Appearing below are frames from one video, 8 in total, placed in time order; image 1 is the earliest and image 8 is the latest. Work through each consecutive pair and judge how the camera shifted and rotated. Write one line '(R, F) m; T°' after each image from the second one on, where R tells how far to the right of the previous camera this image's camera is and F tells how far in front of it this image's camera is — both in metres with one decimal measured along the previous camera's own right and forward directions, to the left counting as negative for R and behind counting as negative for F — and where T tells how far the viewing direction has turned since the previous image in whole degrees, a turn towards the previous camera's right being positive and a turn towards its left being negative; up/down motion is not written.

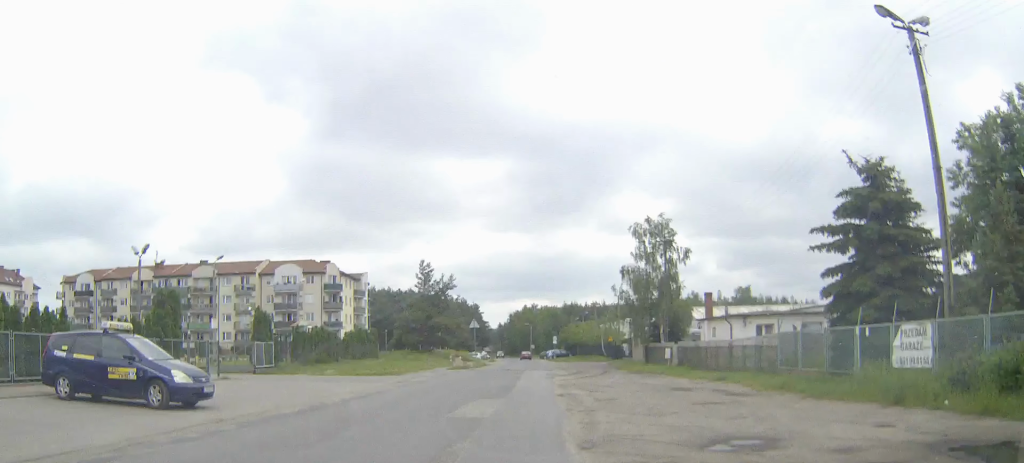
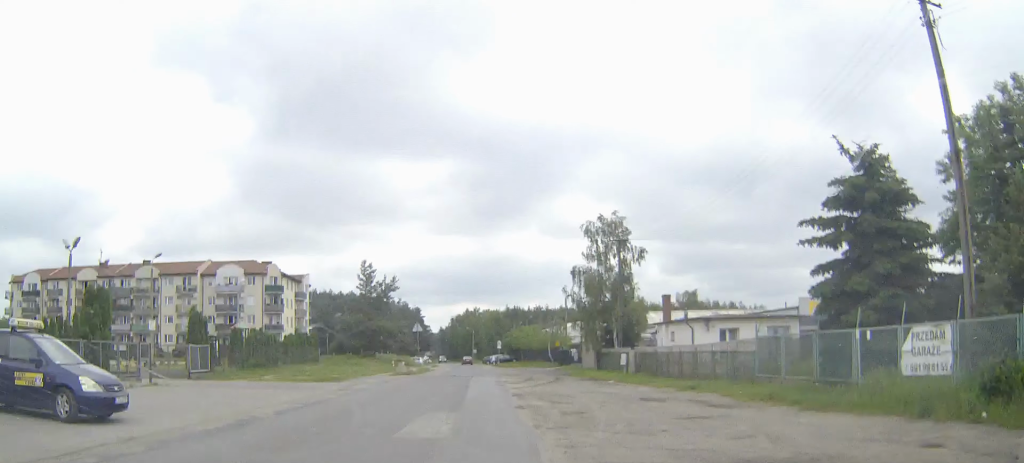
(+0.1, +2.5) m; +3°
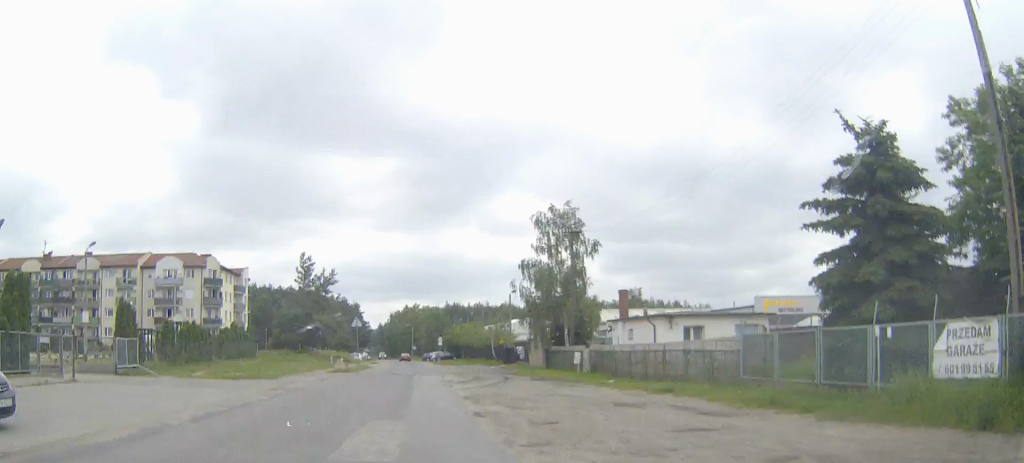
(+0.1, +3.0) m; +3°
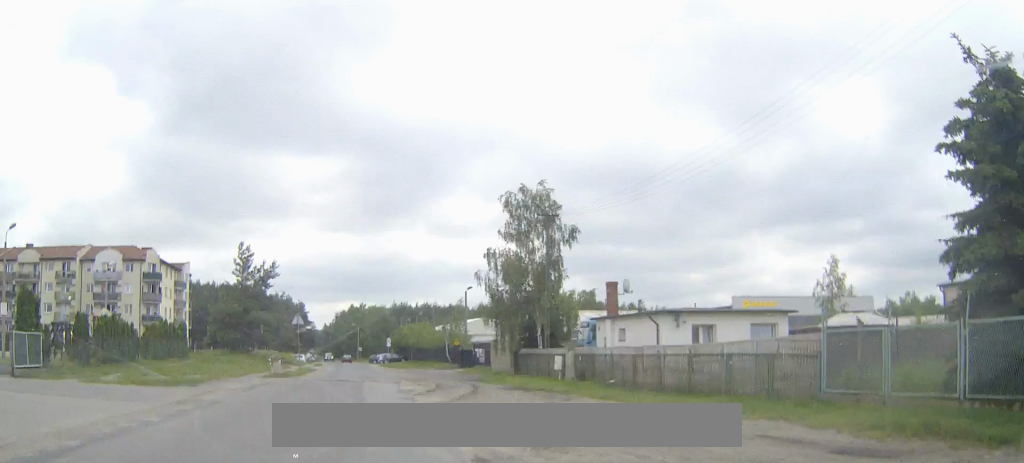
(+0.3, +6.6) m; +5°
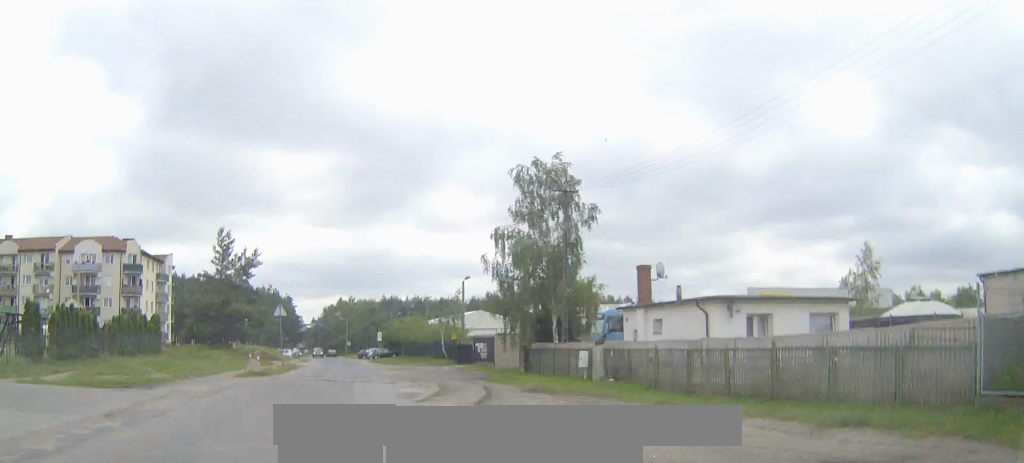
(+0.1, +5.2) m; +1°
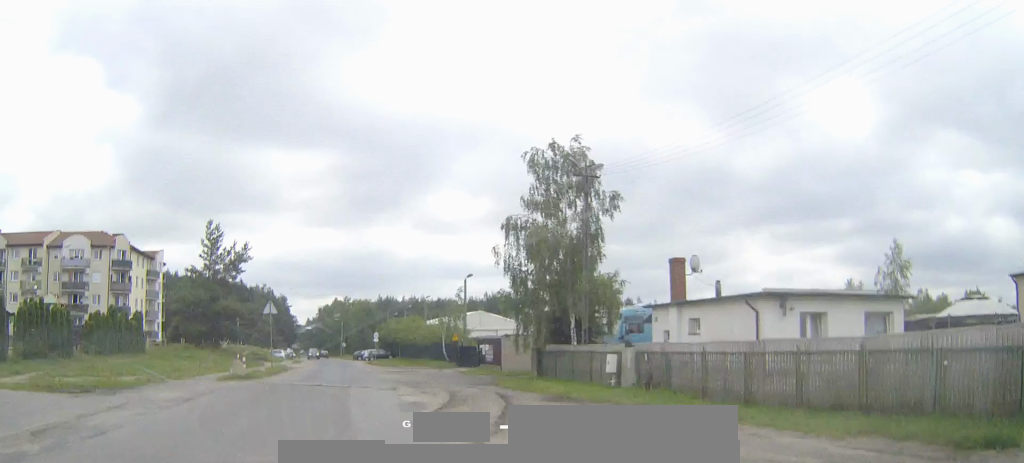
(0.0, +3.7) m; +1°
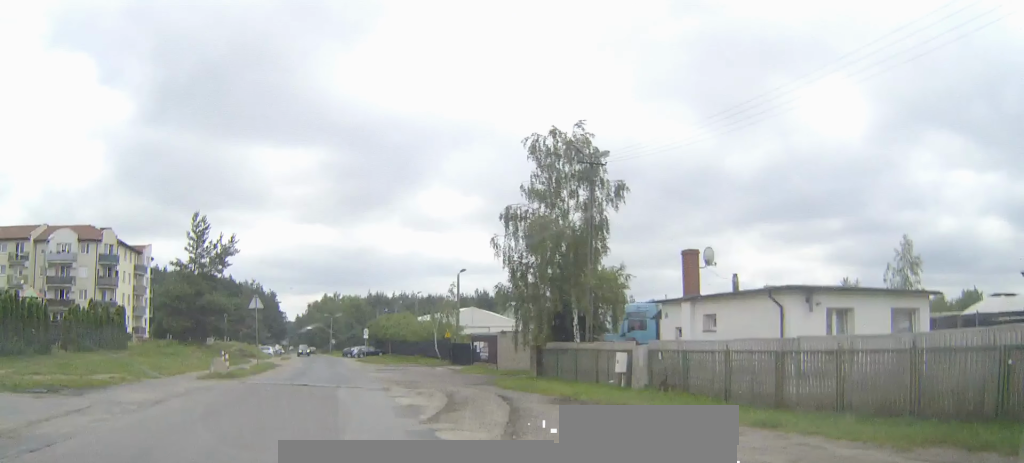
(0.0, +2.0) m; 0°
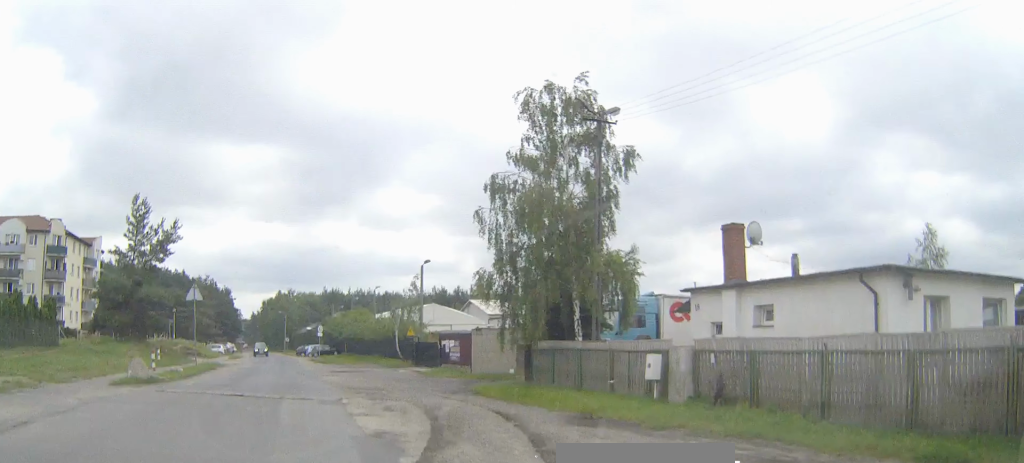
(0.0, +6.2) m; +2°
